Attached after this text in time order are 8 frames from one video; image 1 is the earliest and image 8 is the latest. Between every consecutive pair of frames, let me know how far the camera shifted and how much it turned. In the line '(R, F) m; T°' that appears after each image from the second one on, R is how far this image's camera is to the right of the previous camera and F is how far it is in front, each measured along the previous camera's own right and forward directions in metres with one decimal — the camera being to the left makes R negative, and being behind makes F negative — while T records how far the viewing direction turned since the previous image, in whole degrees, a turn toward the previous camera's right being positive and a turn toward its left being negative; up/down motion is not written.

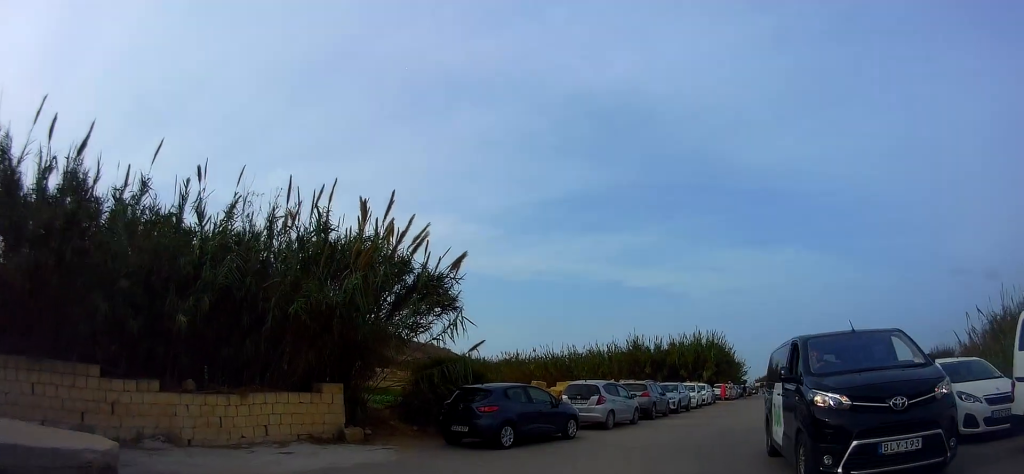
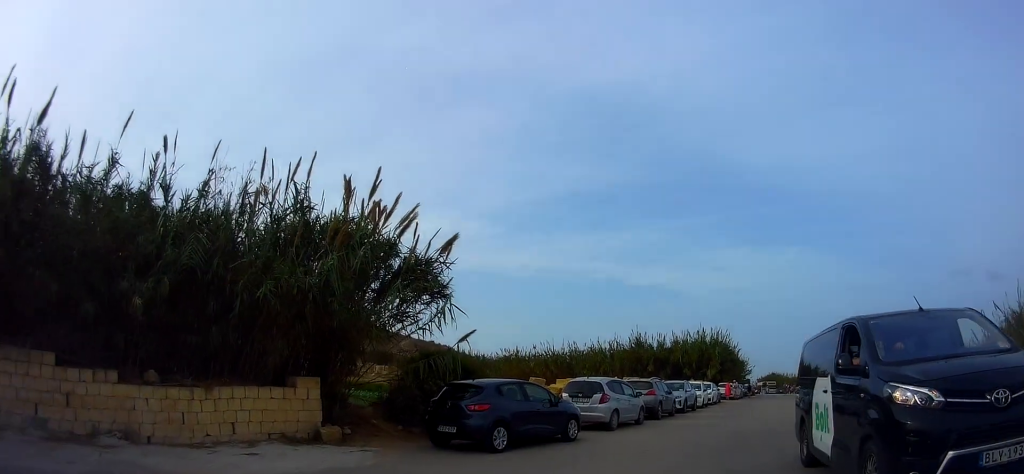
(-0.1, +1.7) m; -3°
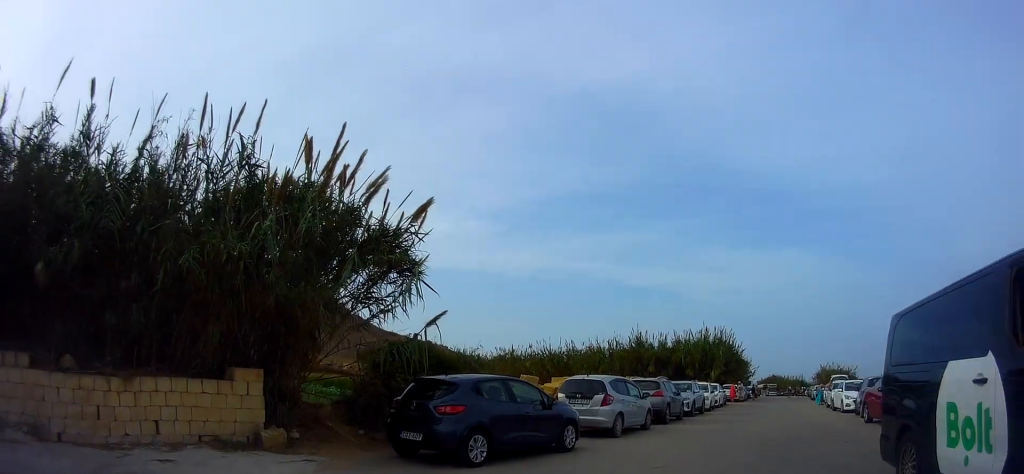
(-0.2, +3.4) m; -1°
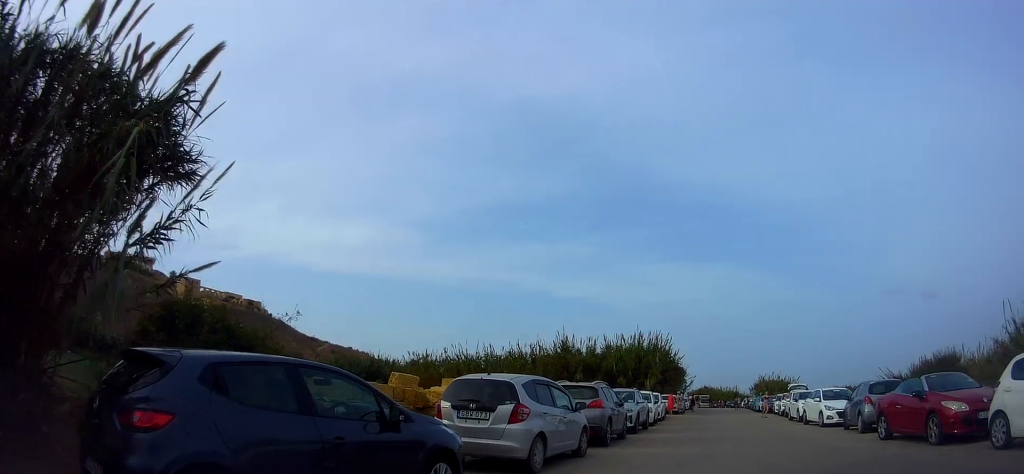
(+1.6, +7.9) m; +16°
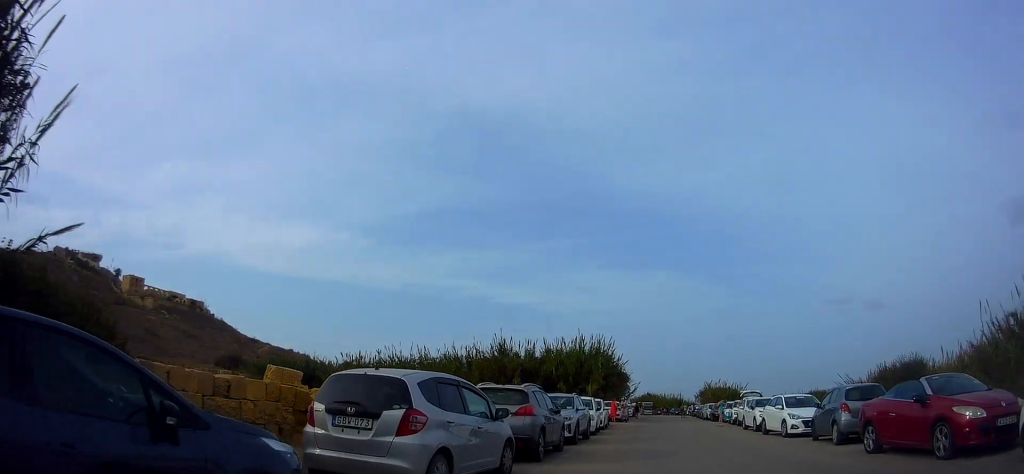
(-0.1, +2.4) m; -6°
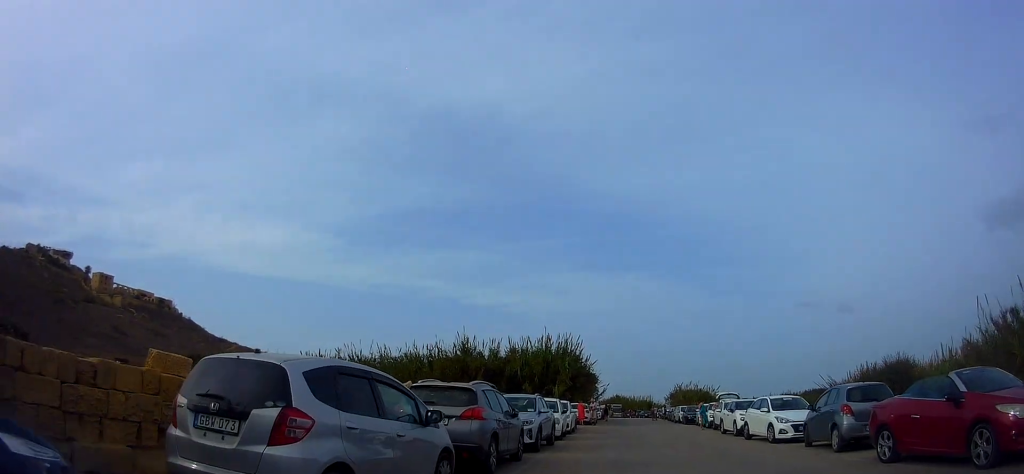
(-0.3, +1.5) m; +3°
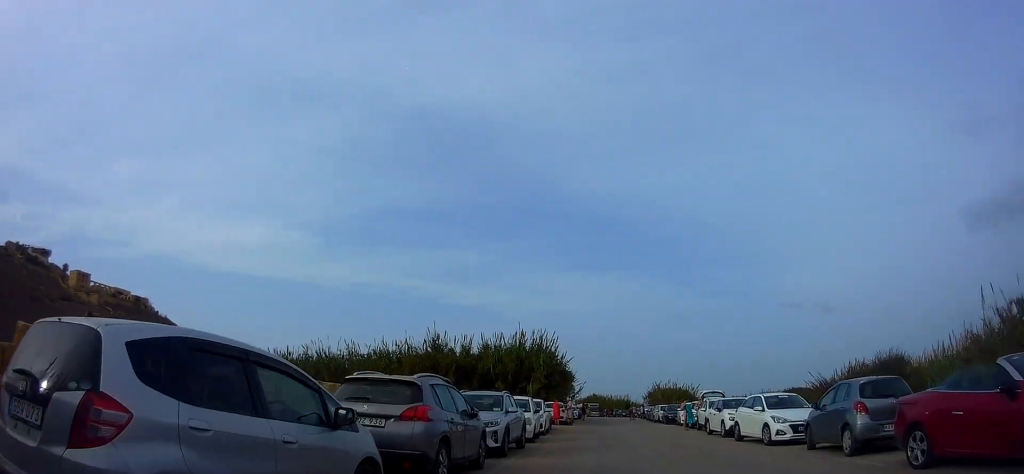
(+0.1, +1.3) m; +6°
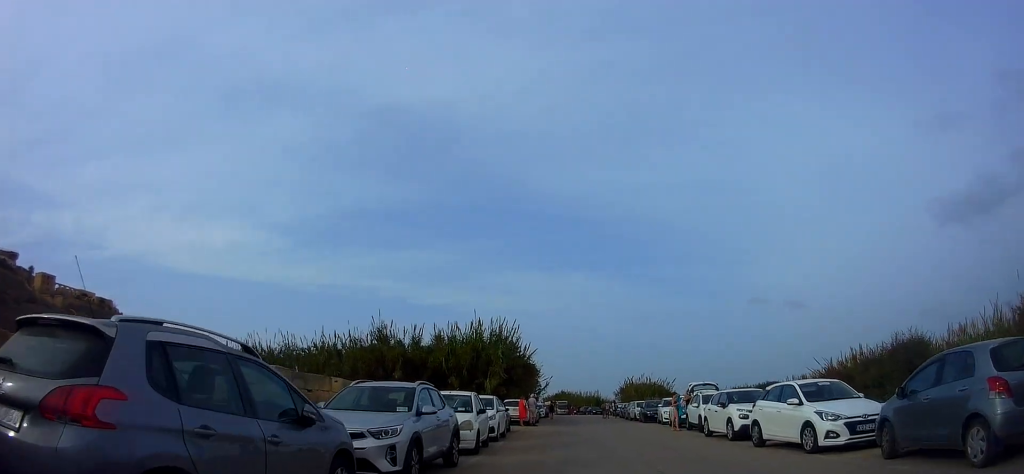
(+0.6, +3.7) m; +8°
